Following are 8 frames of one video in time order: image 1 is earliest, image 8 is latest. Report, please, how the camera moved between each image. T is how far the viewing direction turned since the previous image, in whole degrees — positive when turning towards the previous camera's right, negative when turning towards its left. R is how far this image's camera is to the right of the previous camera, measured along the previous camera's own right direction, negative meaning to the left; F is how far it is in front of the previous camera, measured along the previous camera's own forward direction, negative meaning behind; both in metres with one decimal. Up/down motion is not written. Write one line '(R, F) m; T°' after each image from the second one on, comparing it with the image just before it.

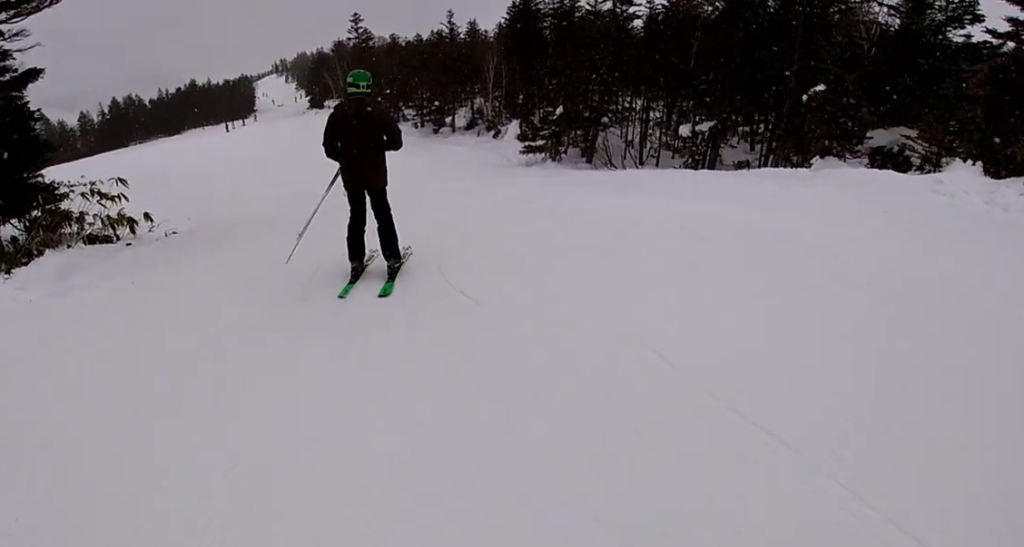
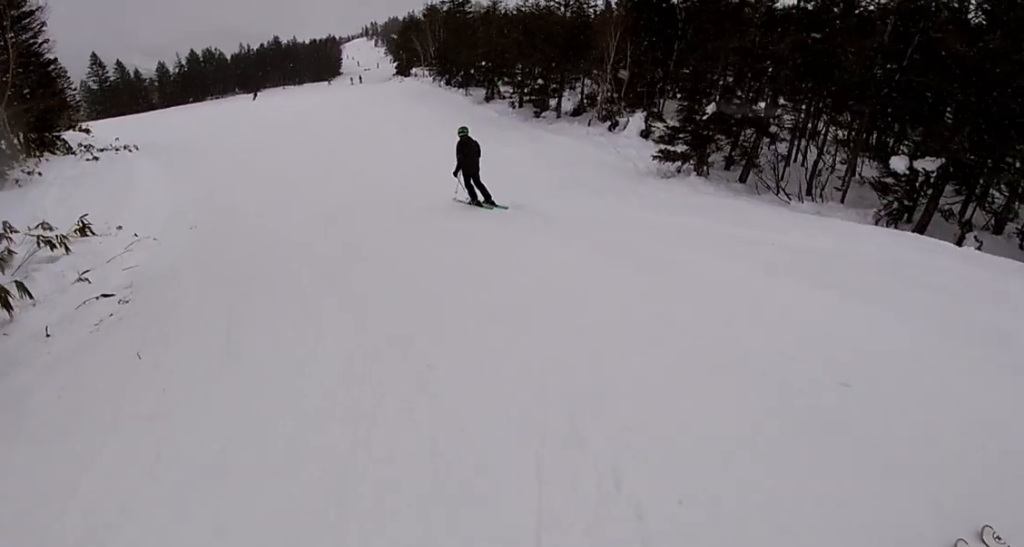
(-0.6, +7.5) m; -7°
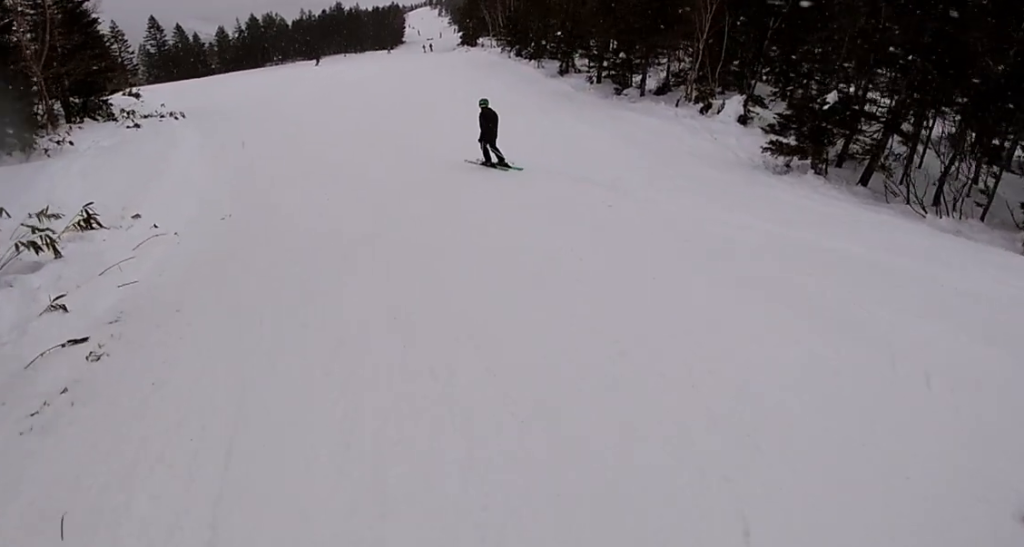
(0.0, +2.8) m; -1°
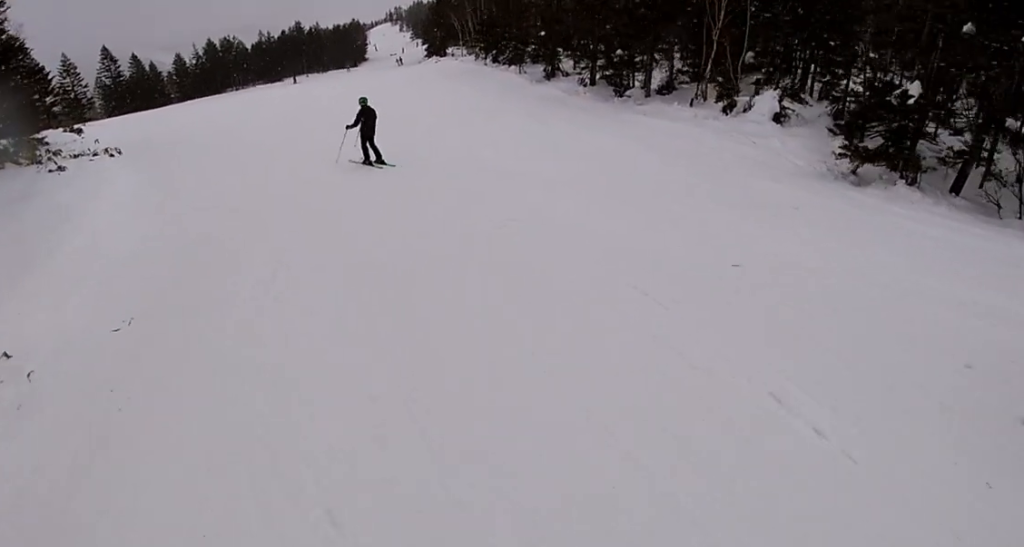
(0.0, +4.2) m; 0°
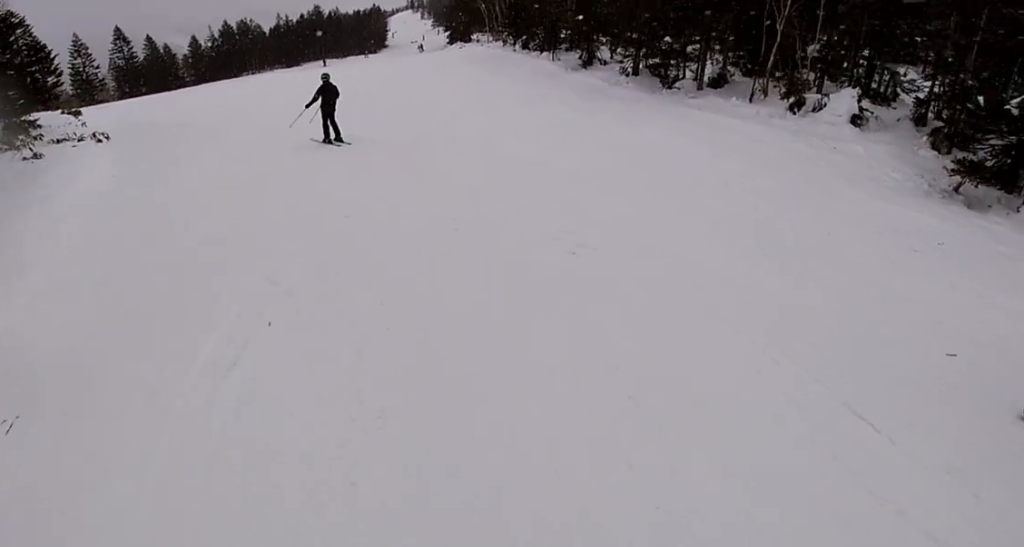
(0.0, +2.4) m; 0°
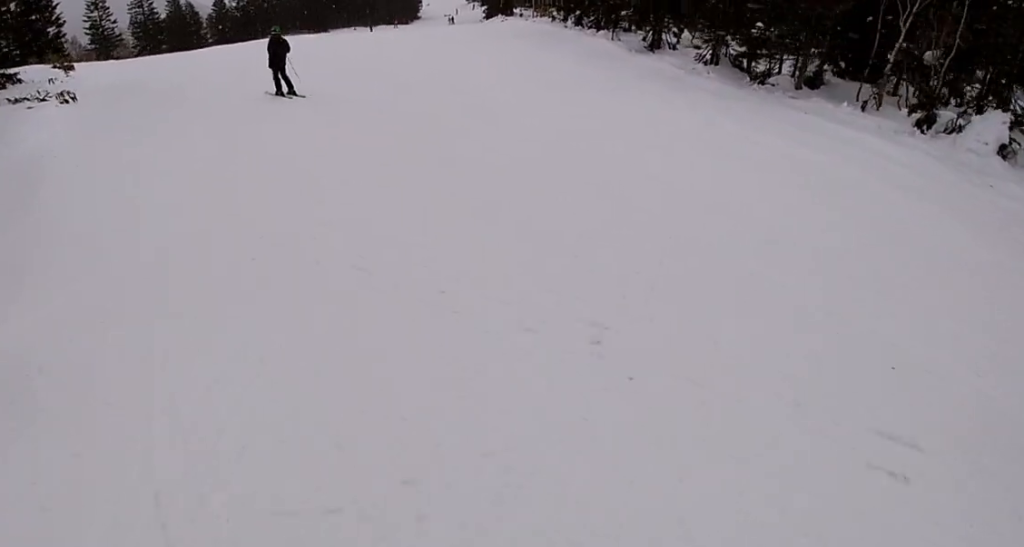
(0.0, +3.7) m; 0°
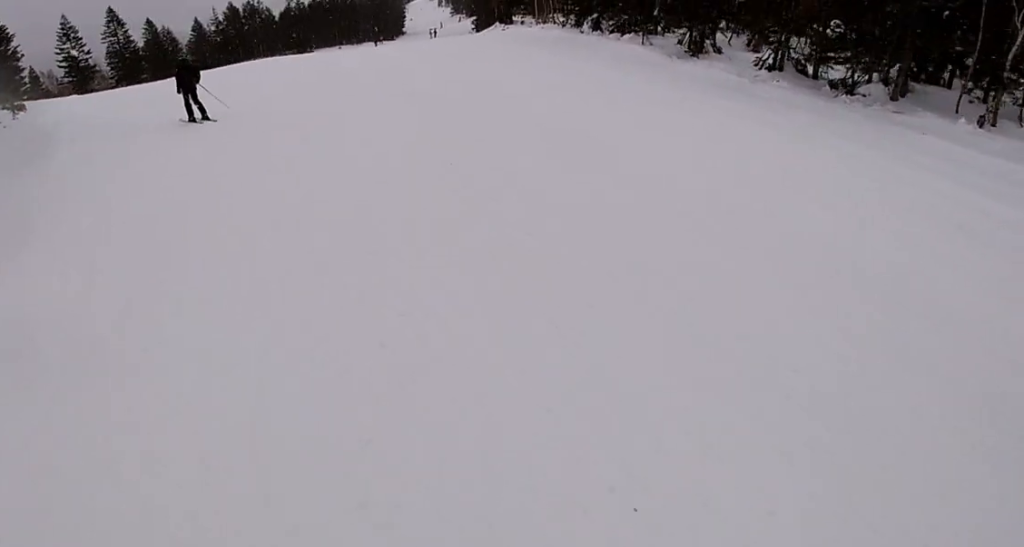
(0.0, +4.0) m; 0°
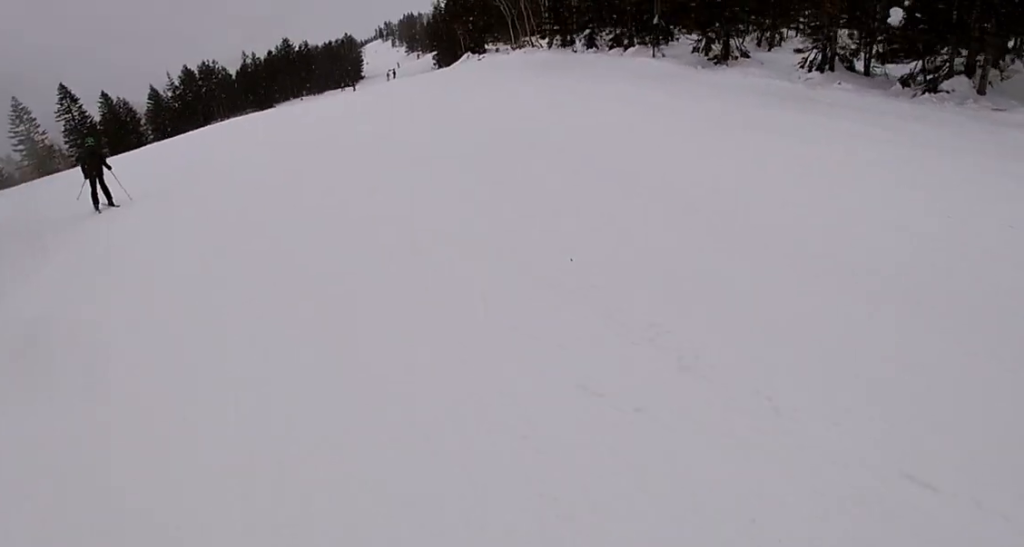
(0.0, +3.7) m; 0°
